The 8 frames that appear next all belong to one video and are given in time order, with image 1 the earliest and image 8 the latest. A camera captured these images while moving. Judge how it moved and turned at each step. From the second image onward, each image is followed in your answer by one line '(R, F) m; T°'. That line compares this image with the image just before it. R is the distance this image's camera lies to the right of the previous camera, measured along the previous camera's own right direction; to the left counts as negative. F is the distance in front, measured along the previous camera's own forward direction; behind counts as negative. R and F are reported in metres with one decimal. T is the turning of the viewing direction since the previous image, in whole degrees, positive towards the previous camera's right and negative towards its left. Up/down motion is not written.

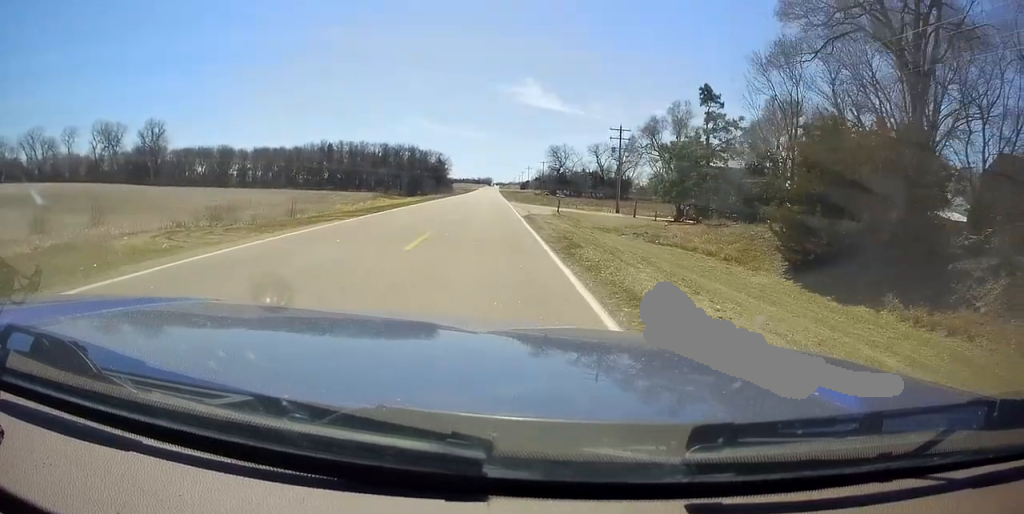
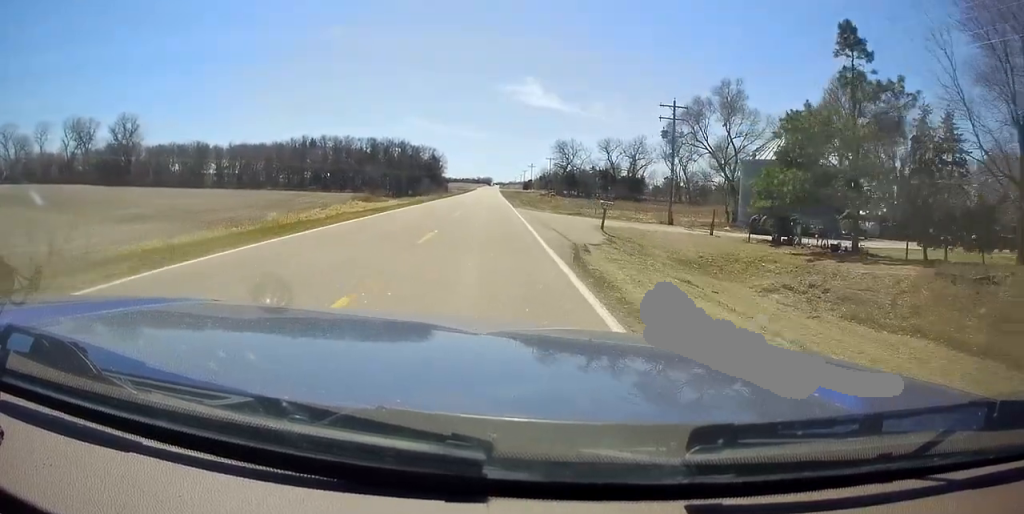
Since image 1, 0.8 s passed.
(+0.1, +20.2) m; -2°
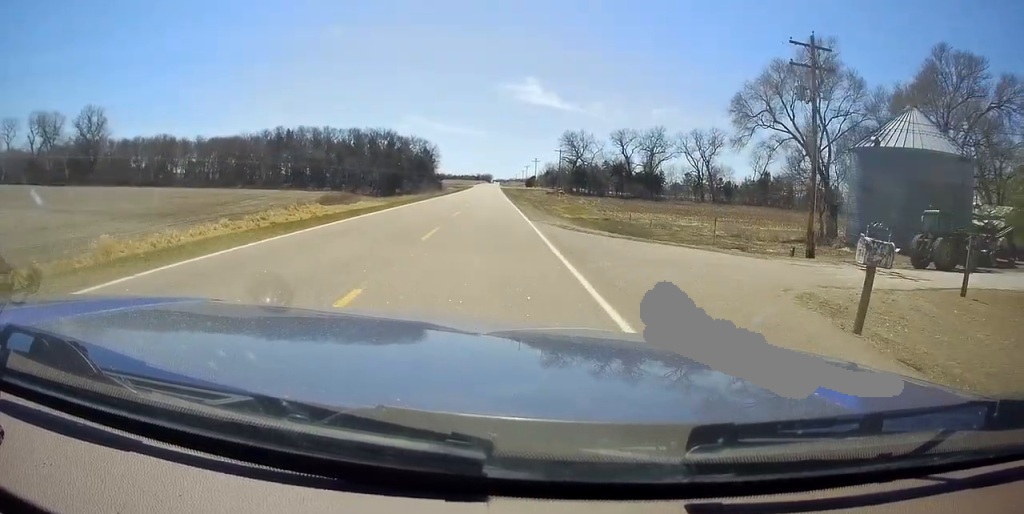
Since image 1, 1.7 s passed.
(-0.7, +22.1) m; 0°
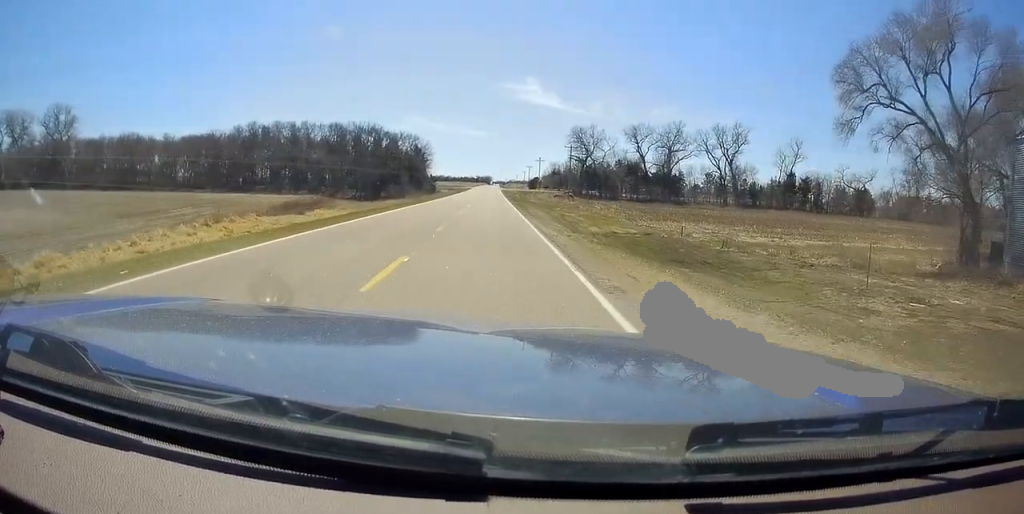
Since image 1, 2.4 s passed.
(+0.4, +18.5) m; +1°
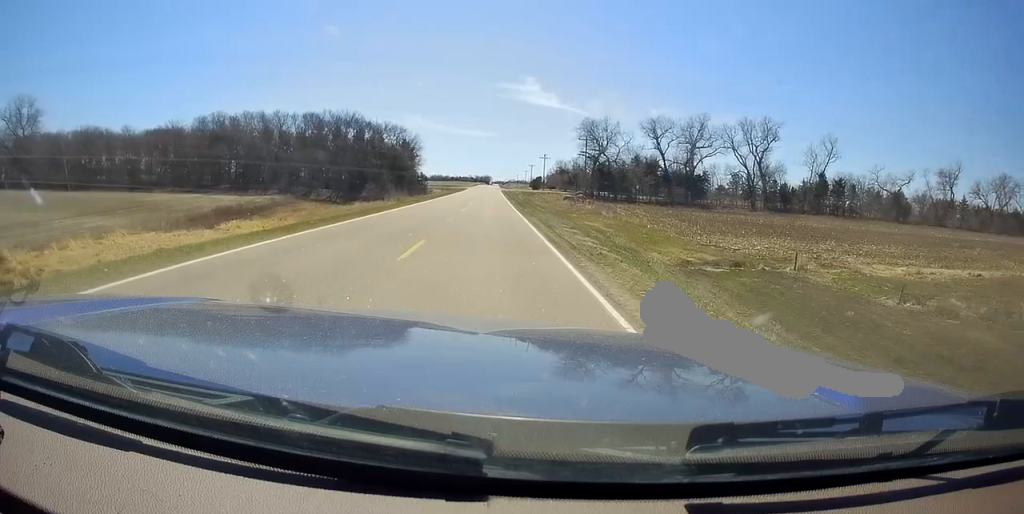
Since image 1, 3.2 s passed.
(+0.3, +19.0) m; +1°
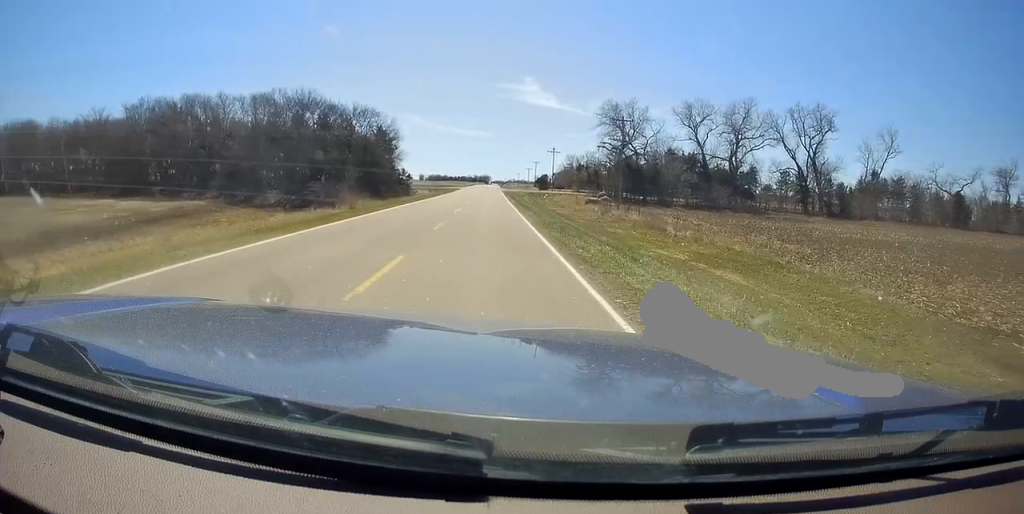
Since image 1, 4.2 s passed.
(0.0, +26.3) m; 0°
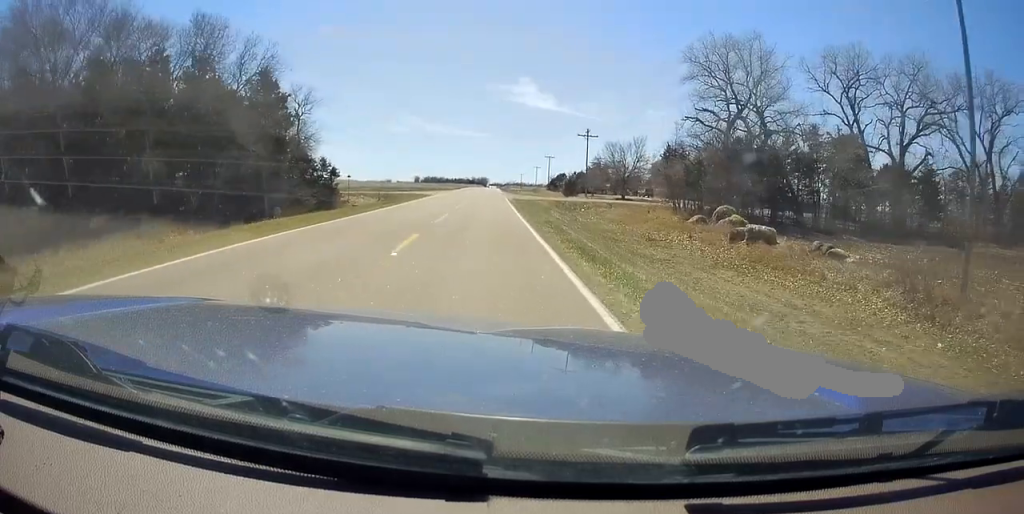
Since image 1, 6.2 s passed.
(0.0, +51.1) m; 0°
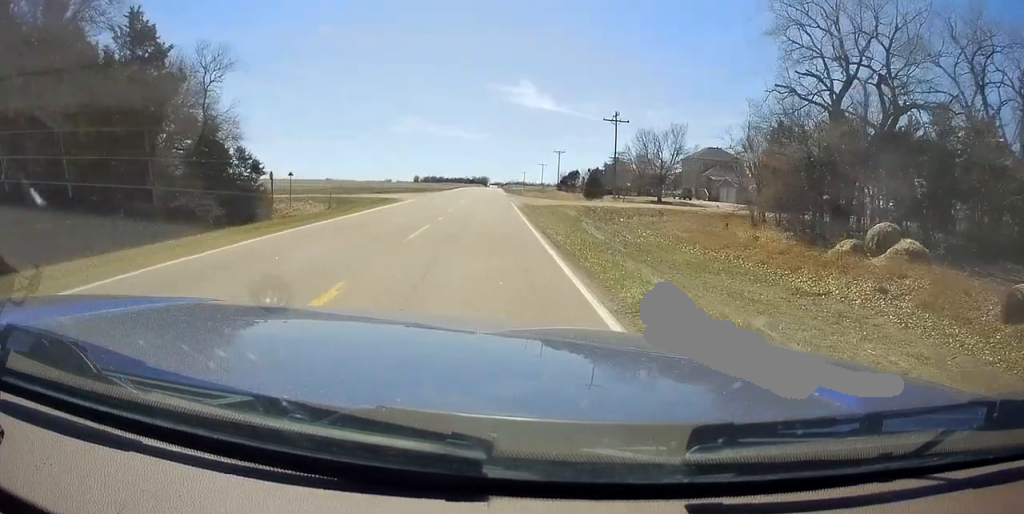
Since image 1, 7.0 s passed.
(0.0, +20.2) m; 0°
